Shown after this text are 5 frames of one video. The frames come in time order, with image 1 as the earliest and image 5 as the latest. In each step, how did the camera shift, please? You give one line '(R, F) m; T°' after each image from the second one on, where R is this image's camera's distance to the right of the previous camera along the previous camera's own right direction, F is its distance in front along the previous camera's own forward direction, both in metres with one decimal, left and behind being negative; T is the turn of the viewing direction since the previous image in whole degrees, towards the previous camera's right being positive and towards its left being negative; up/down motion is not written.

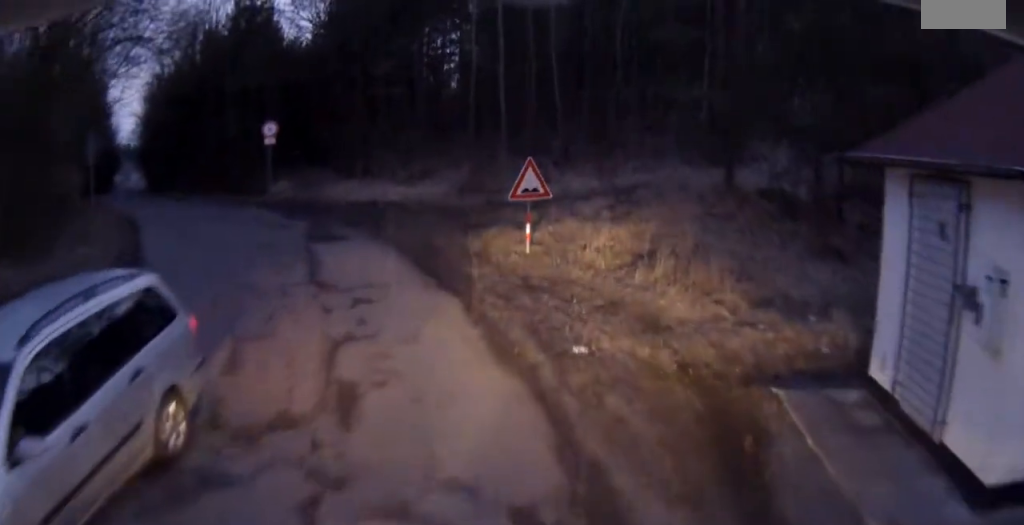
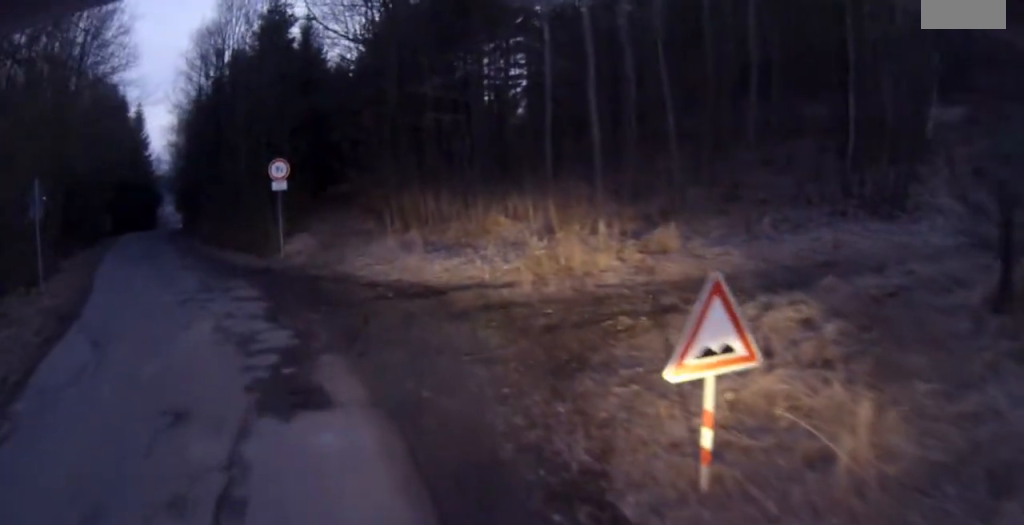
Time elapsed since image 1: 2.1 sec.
(+0.3, +8.2) m; +3°
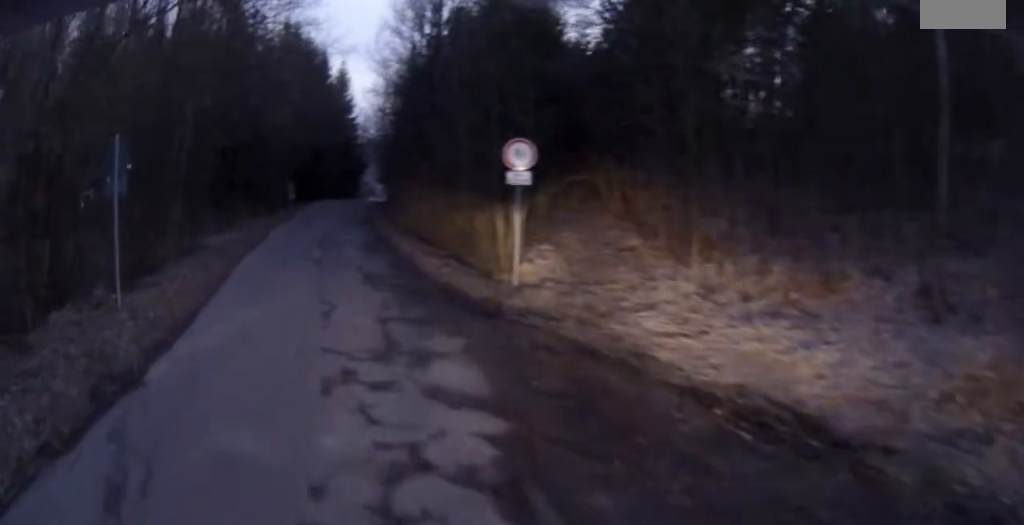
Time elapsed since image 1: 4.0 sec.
(-1.1, +8.2) m; -18°
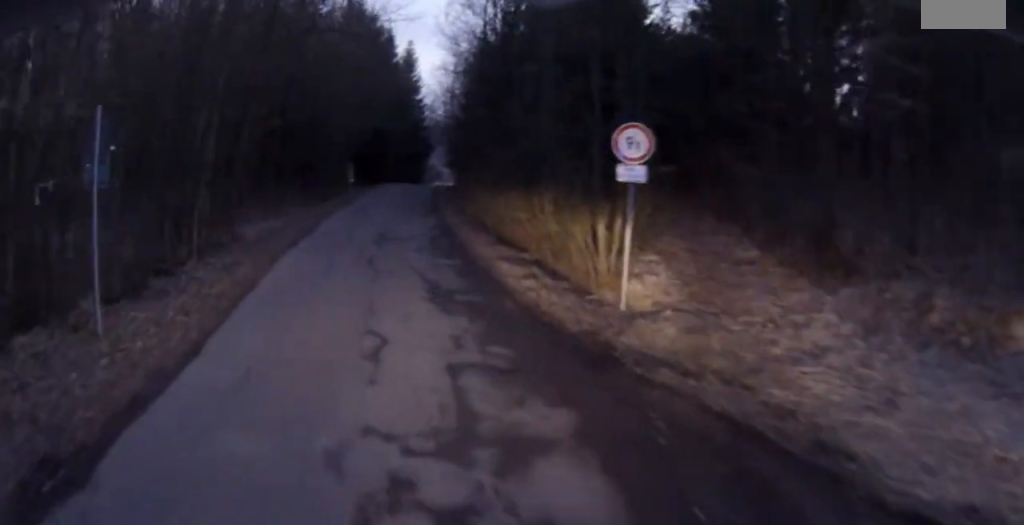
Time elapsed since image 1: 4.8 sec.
(-0.2, +3.3) m; -3°
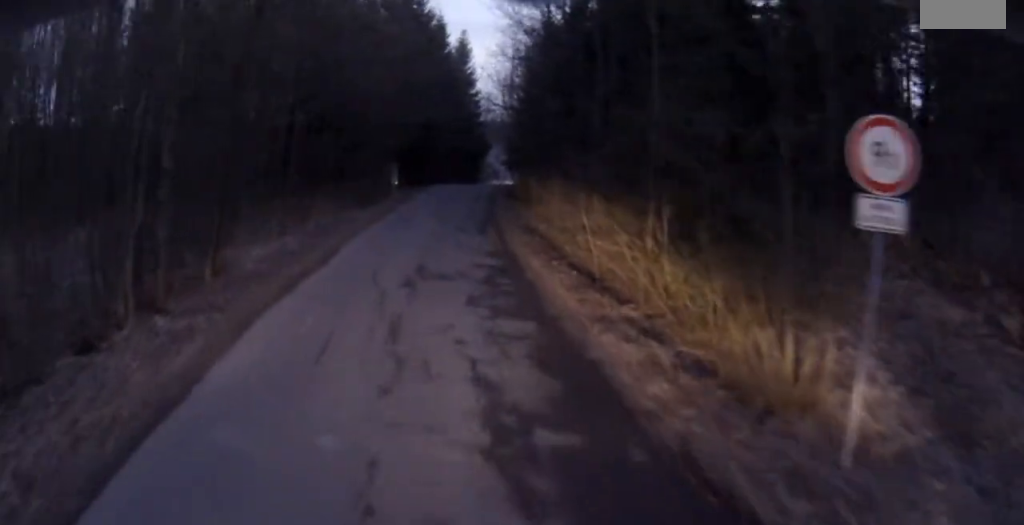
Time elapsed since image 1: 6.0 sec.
(0.0, +5.1) m; +2°
